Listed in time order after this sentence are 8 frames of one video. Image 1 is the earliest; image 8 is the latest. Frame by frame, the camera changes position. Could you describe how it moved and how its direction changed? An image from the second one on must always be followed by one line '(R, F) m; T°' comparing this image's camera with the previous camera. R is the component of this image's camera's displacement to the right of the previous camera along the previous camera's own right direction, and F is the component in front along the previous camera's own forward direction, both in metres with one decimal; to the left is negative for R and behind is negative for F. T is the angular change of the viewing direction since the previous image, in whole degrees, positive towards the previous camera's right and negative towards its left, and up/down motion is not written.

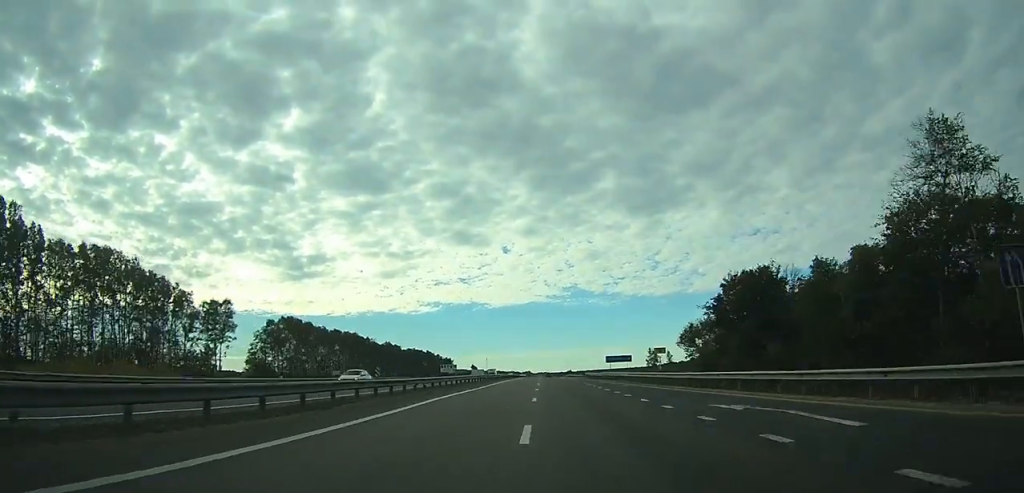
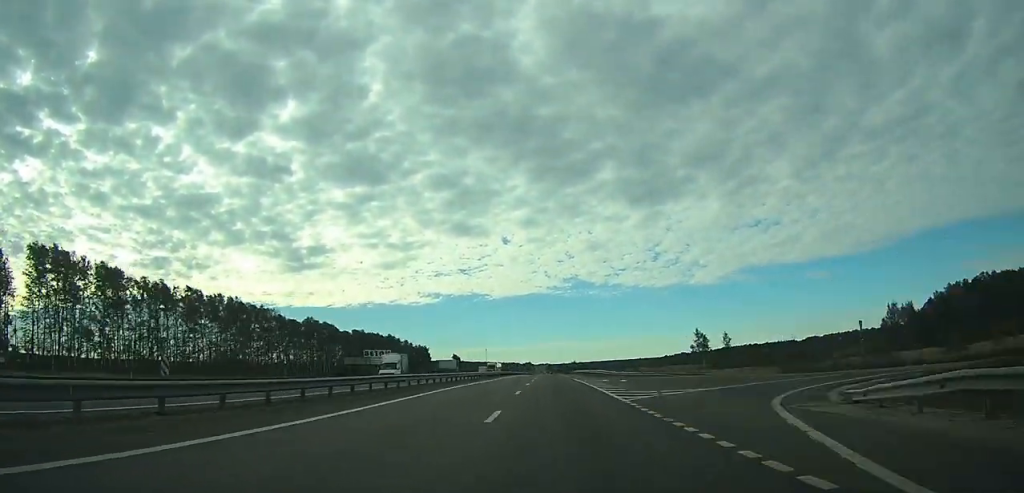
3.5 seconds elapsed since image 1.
(-0.1, +93.0) m; 0°
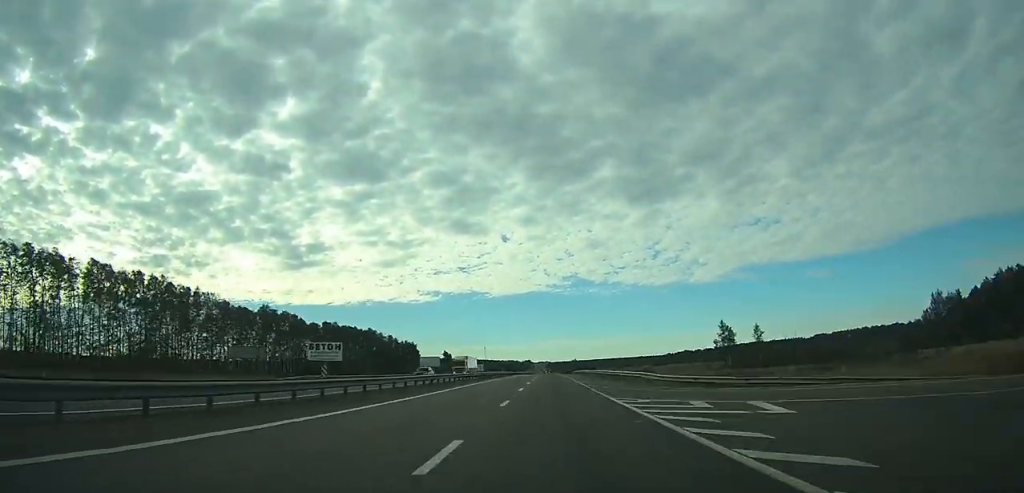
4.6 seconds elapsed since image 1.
(0.0, +30.3) m; 0°
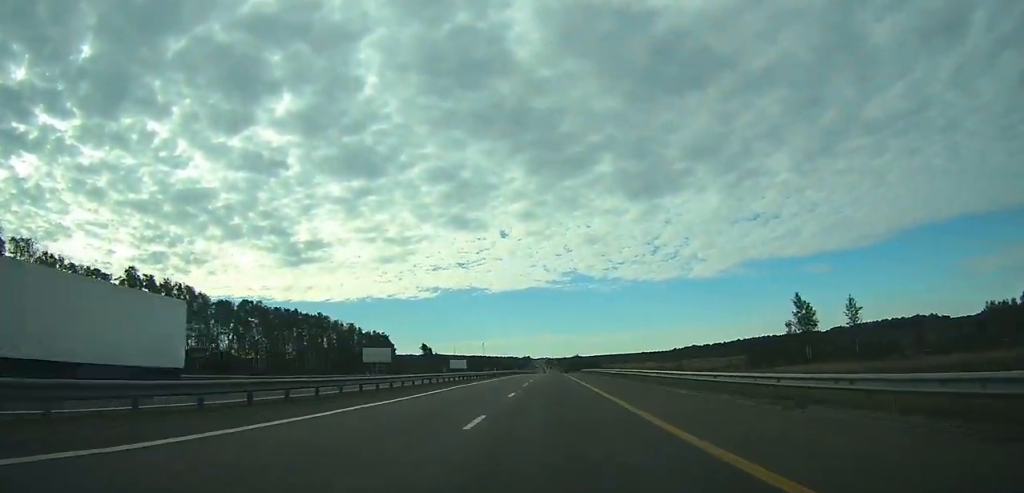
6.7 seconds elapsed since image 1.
(+0.1, +55.2) m; 0°
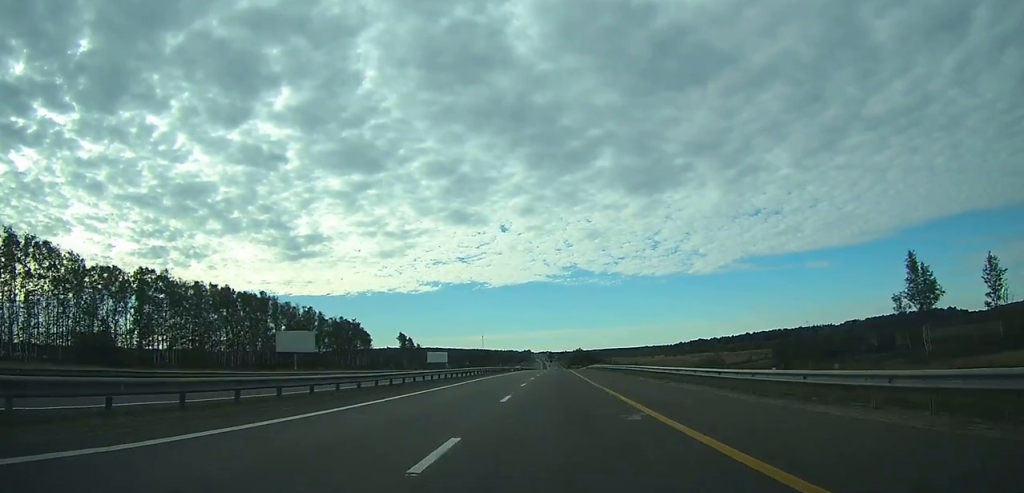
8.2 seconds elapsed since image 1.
(+0.1, +40.9) m; 0°
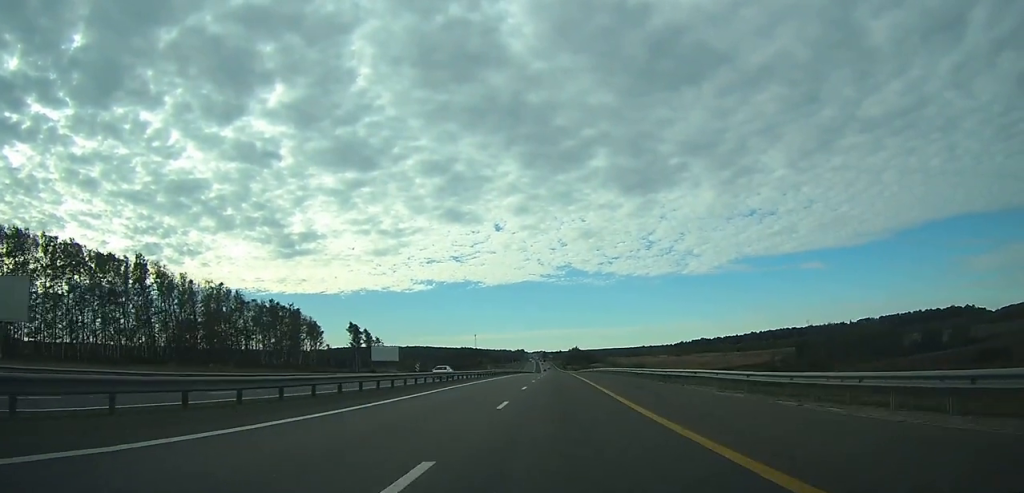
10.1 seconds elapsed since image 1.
(+0.1, +49.7) m; 0°
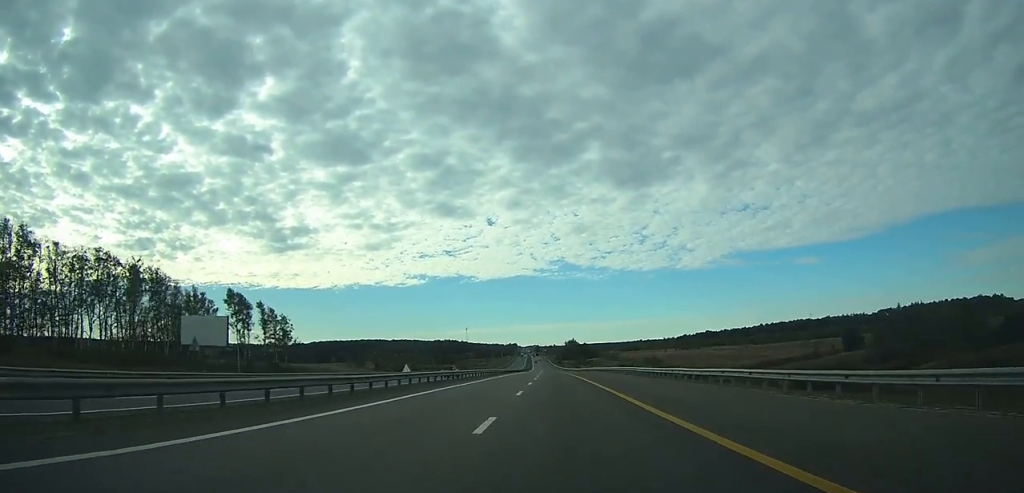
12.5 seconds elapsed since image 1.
(+0.4, +65.8) m; 0°
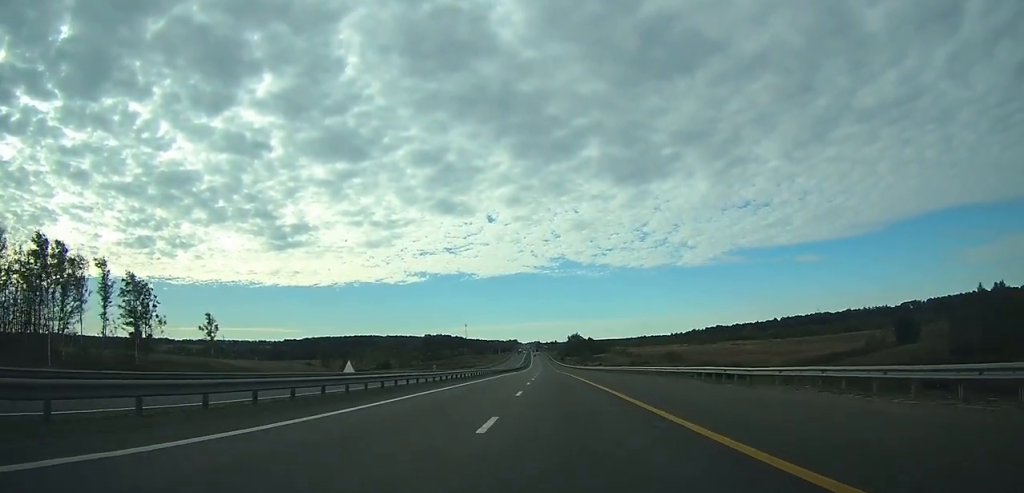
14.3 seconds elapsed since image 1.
(+0.1, +48.2) m; 0°
